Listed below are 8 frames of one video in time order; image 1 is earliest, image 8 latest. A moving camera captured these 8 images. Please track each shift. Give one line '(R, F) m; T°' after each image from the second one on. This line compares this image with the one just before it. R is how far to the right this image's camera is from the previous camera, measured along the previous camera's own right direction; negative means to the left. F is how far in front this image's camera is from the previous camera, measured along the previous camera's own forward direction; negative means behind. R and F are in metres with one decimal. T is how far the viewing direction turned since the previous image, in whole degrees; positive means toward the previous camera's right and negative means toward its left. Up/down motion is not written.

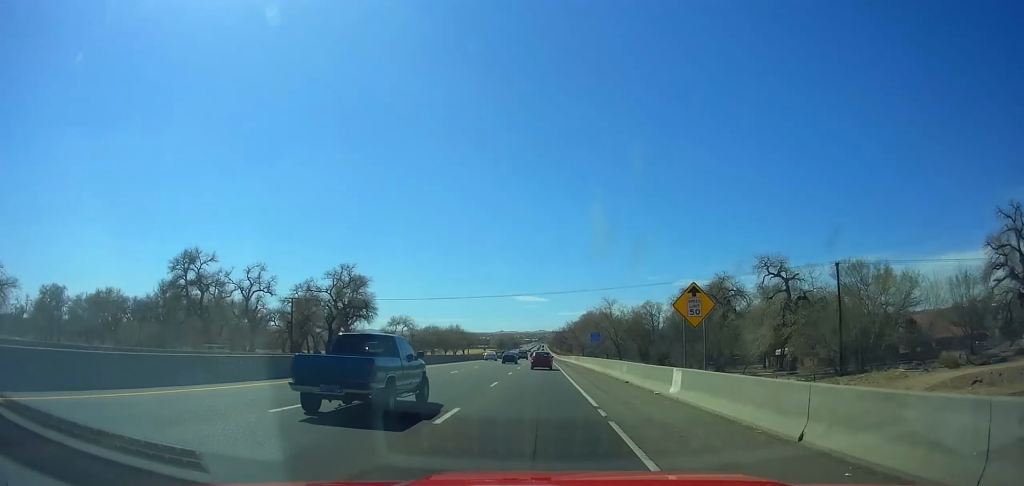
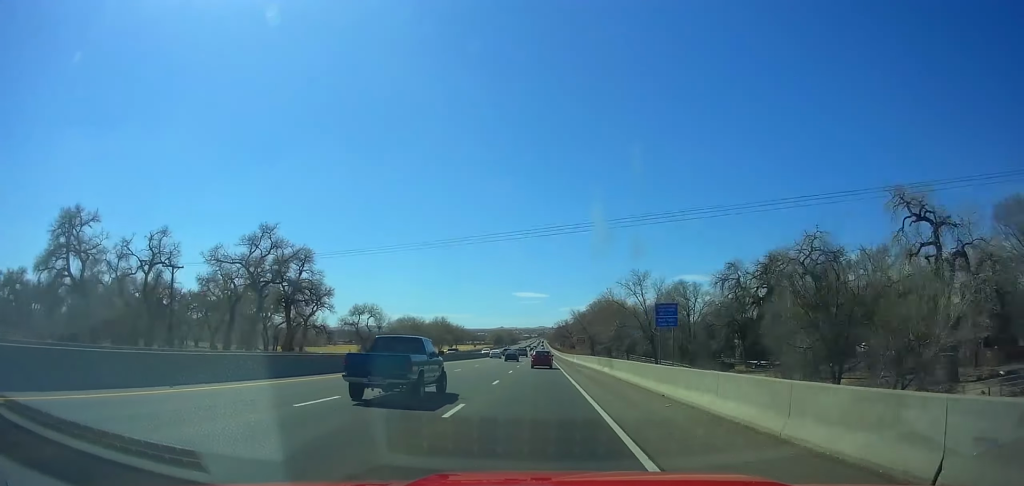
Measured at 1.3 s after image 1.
(+0.4, +35.1) m; 0°
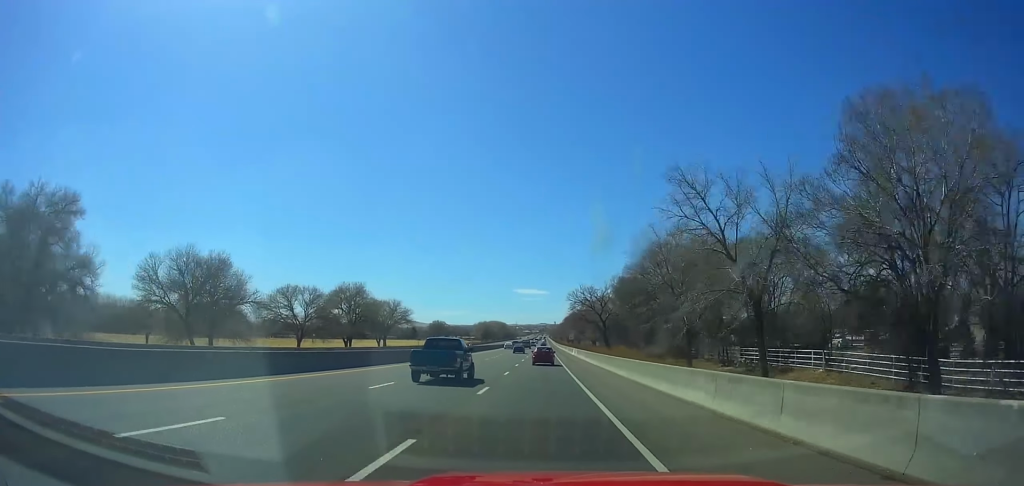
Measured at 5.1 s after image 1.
(-0.6, +103.3) m; -1°
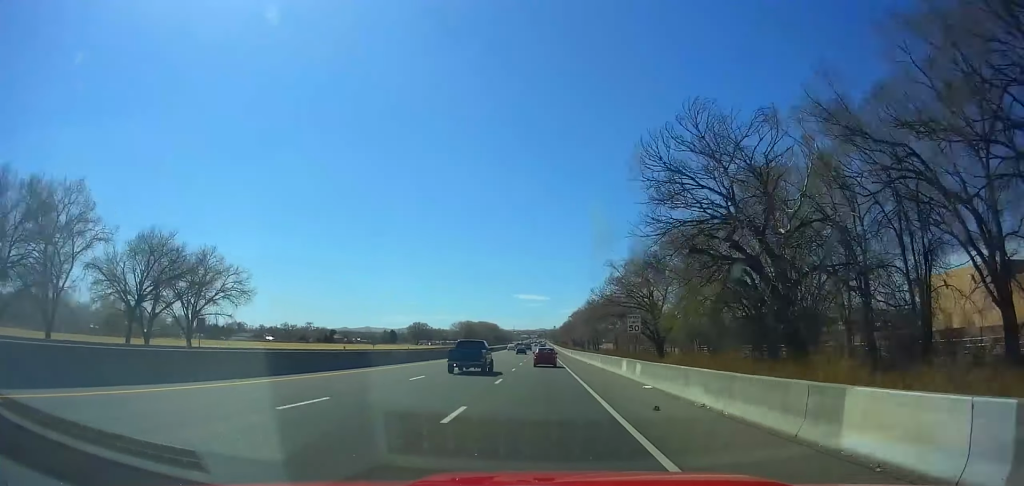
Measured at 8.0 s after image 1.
(+0.1, +79.2) m; +1°
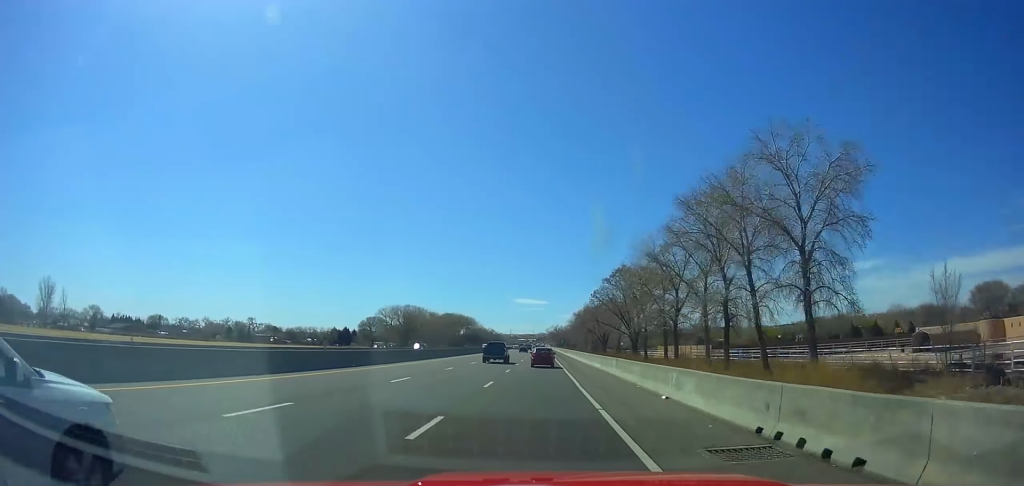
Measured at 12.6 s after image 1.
(+0.2, +124.8) m; 0°
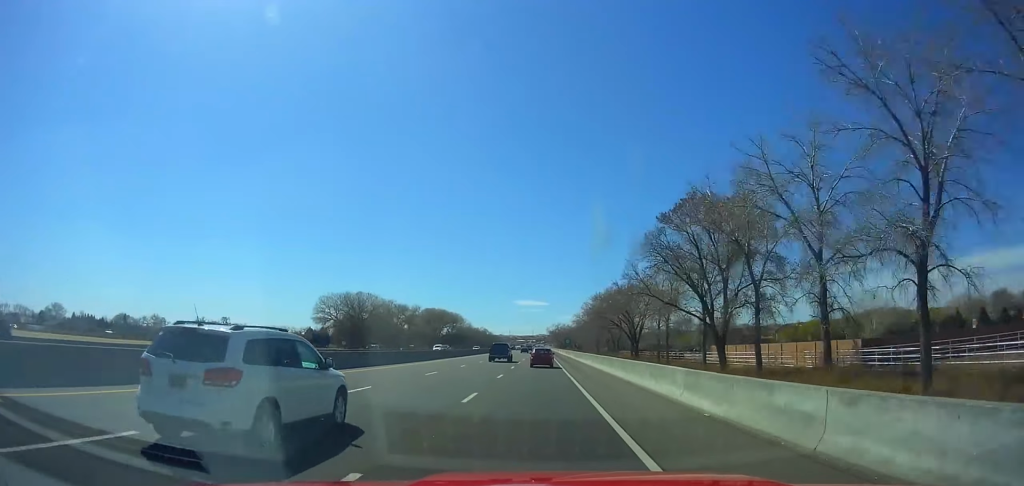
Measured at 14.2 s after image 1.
(-0.5, +43.2) m; 0°
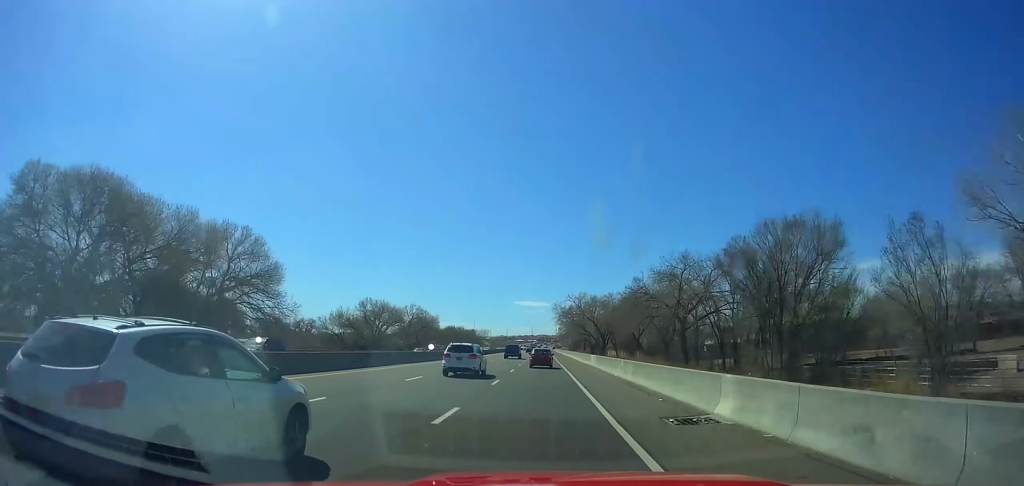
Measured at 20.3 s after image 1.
(+1.8, +163.2) m; +1°
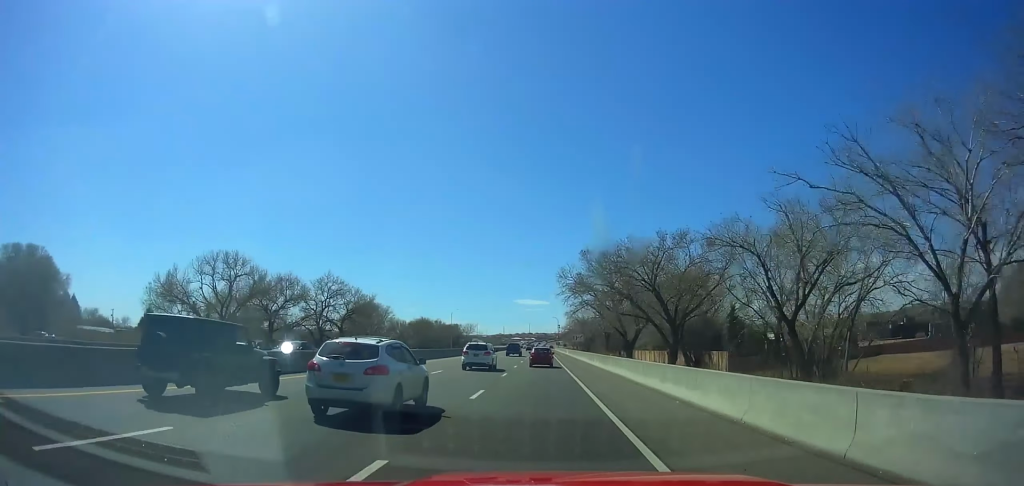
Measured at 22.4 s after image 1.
(0.0, +55.4) m; -1°
